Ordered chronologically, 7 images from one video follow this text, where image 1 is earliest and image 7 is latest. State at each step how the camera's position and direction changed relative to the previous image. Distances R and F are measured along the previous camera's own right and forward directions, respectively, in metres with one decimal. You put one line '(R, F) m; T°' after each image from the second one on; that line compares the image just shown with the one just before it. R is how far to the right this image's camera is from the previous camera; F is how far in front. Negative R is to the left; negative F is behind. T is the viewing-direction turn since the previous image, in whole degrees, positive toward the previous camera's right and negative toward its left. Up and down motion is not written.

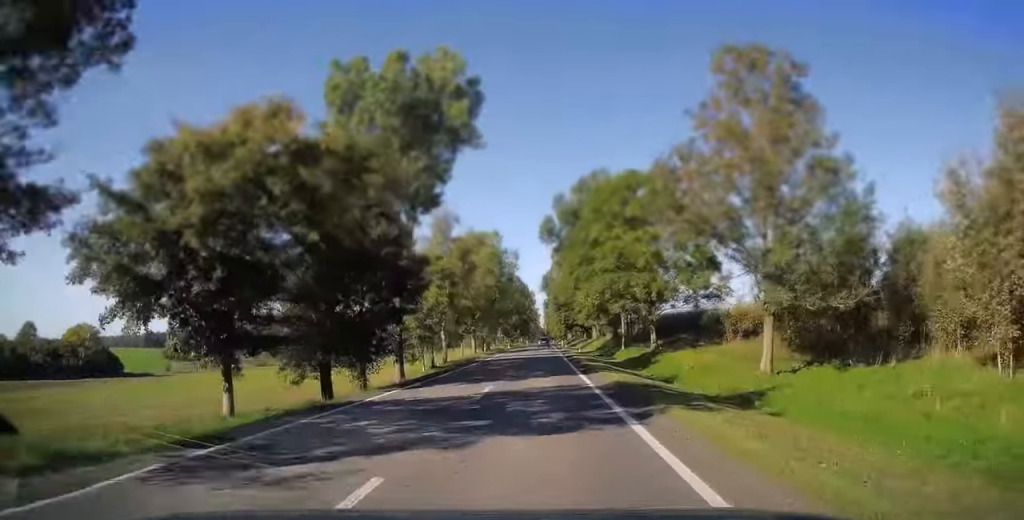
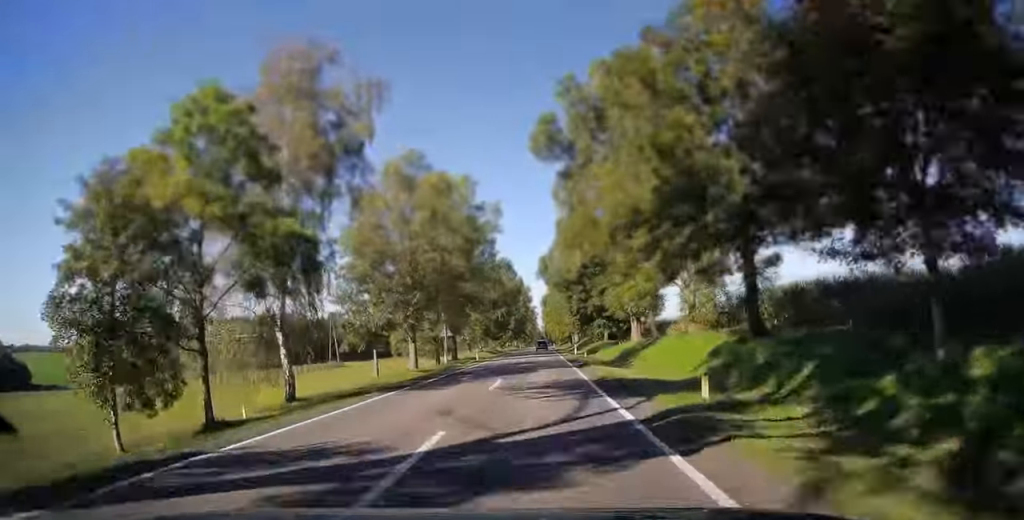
(0.0, +43.9) m; 0°
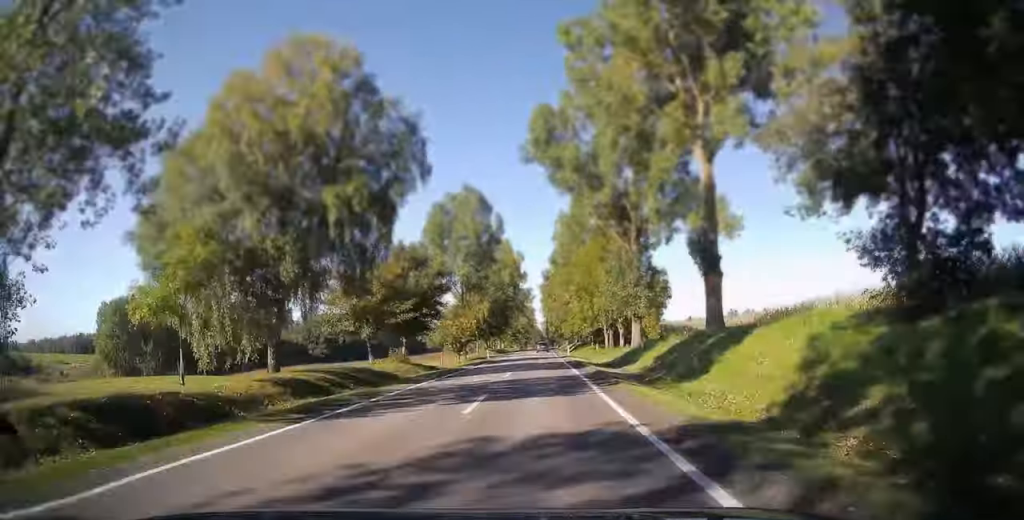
(+0.2, +88.2) m; 0°
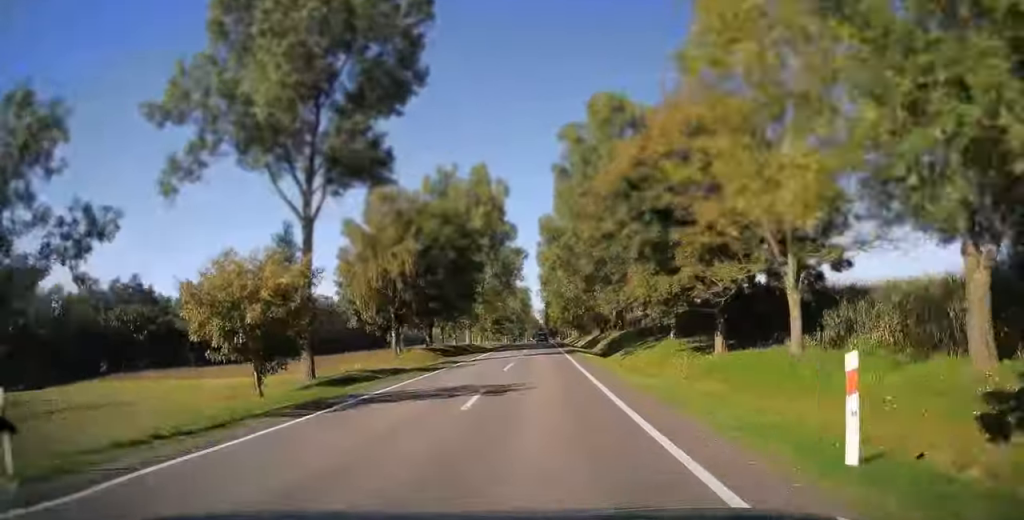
(-0.1, +60.5) m; 0°
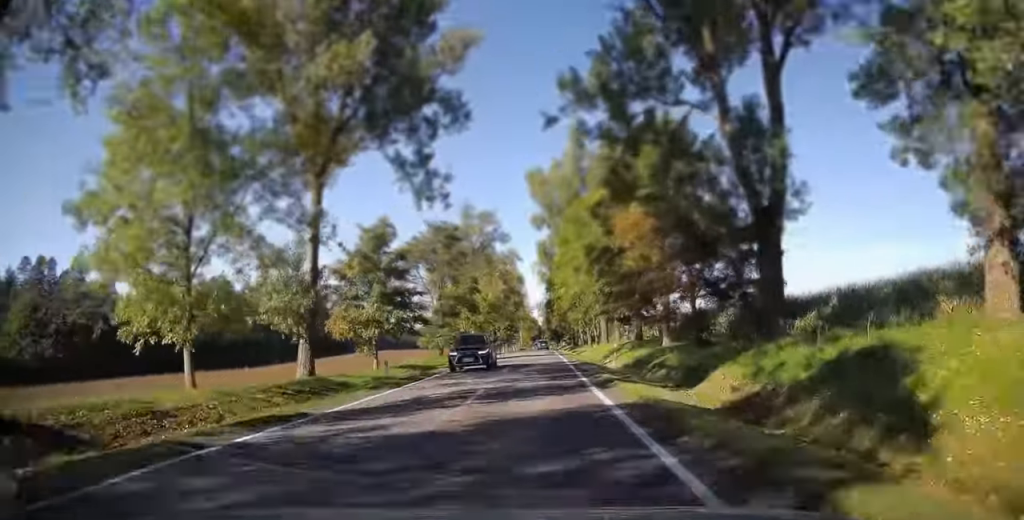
(-0.1, +82.5) m; 0°
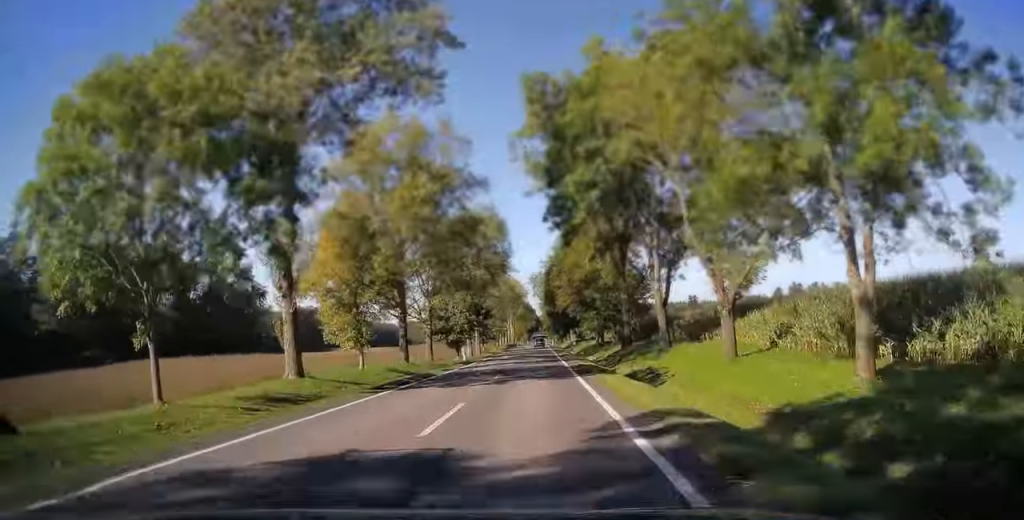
(+0.1, +75.1) m; 0°
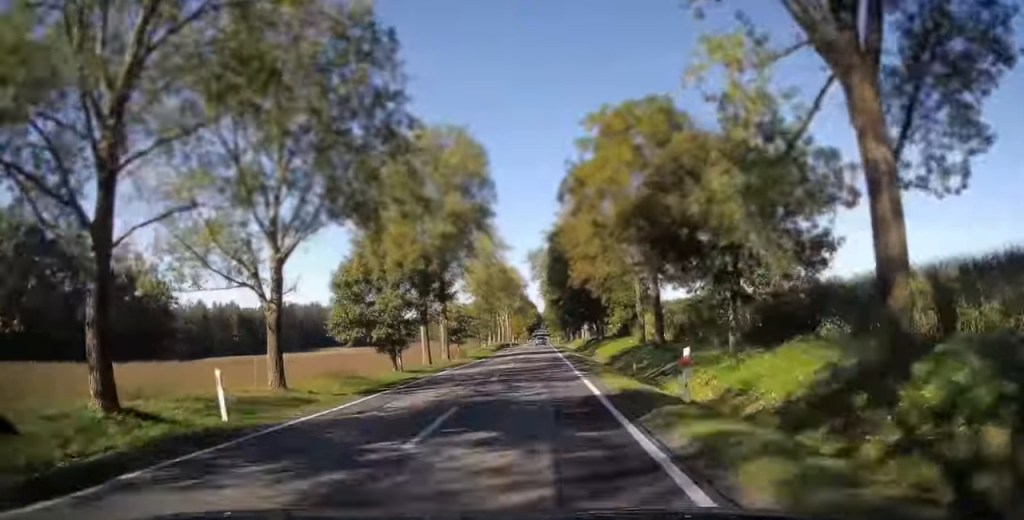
(-0.1, +36.7) m; 0°
